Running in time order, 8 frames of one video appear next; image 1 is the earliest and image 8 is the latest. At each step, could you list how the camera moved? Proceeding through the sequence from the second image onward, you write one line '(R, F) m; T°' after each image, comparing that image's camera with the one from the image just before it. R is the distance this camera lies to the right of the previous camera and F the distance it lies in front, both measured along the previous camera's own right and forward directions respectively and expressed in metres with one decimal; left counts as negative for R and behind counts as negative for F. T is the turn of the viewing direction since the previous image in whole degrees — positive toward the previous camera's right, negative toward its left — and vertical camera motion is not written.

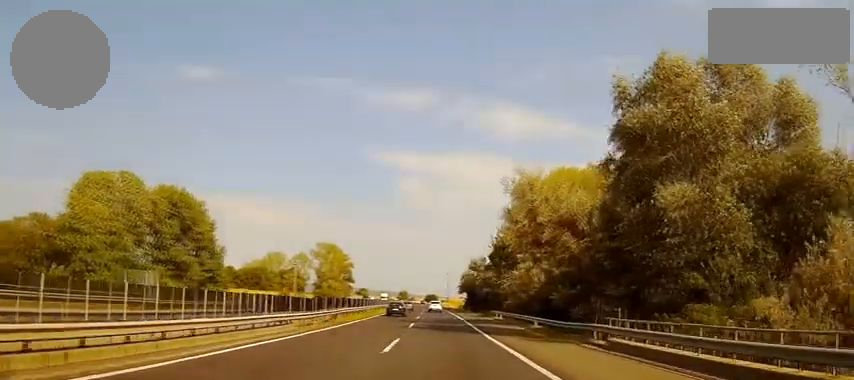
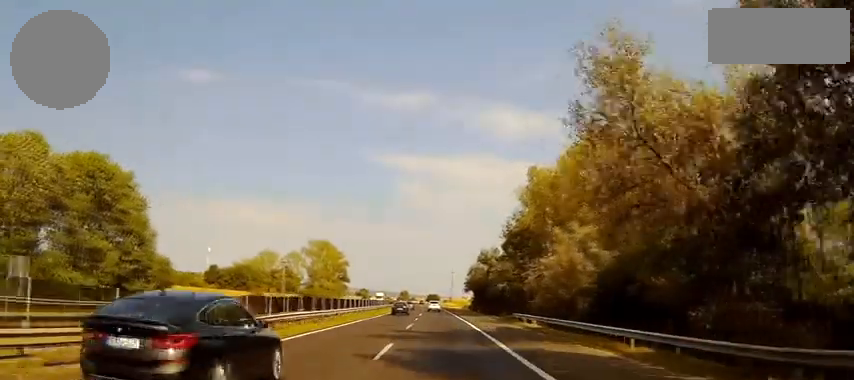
(0.0, +20.2) m; 0°
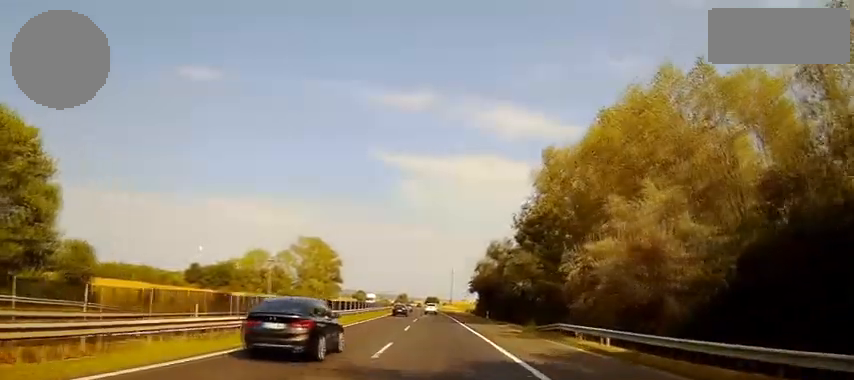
(0.0, +17.1) m; +2°
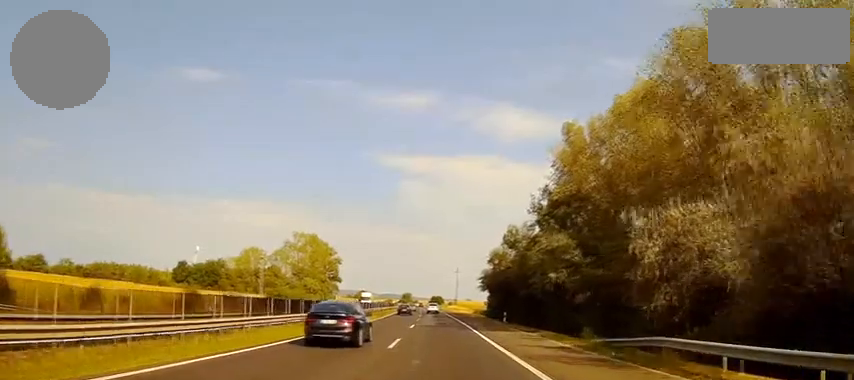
(+0.2, +14.1) m; +2°
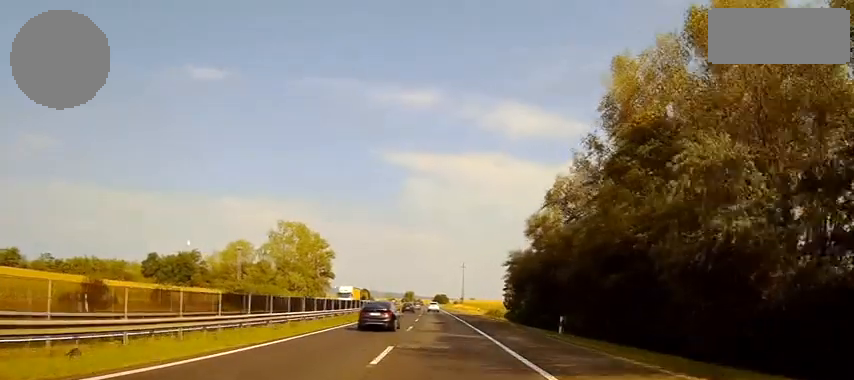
(+0.8, +24.1) m; +2°
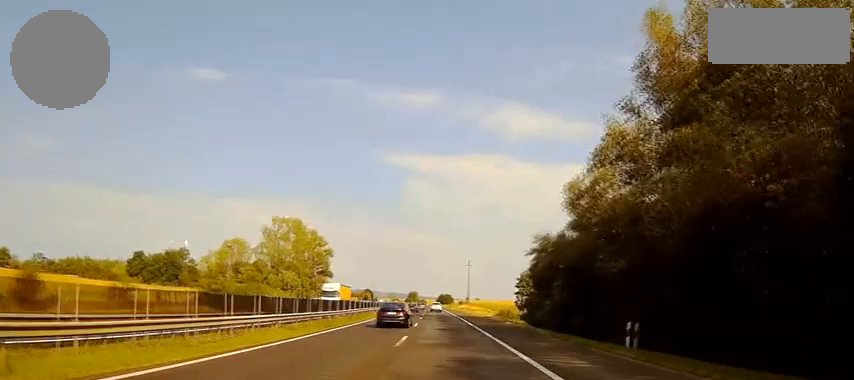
(0.0, +11.1) m; 0°
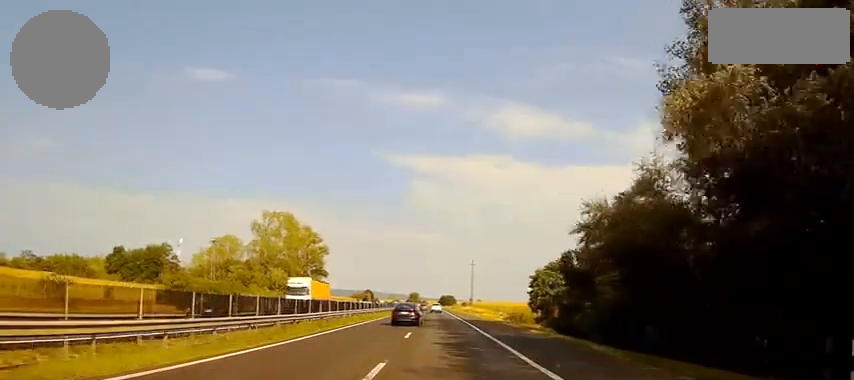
(0.0, +12.1) m; -1°
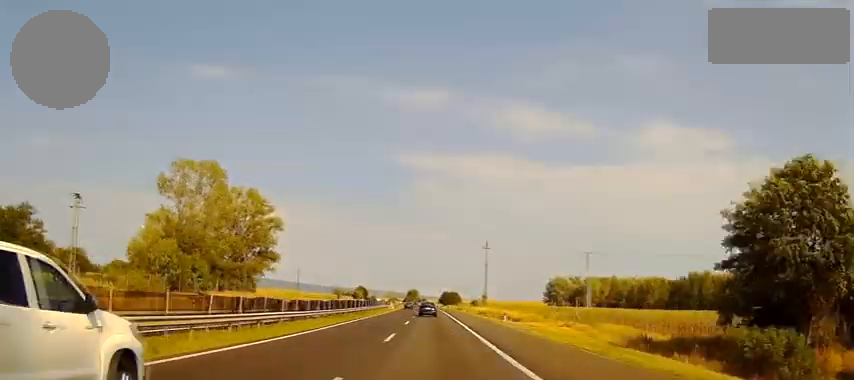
(-8.8, +56.0) m; -13°
